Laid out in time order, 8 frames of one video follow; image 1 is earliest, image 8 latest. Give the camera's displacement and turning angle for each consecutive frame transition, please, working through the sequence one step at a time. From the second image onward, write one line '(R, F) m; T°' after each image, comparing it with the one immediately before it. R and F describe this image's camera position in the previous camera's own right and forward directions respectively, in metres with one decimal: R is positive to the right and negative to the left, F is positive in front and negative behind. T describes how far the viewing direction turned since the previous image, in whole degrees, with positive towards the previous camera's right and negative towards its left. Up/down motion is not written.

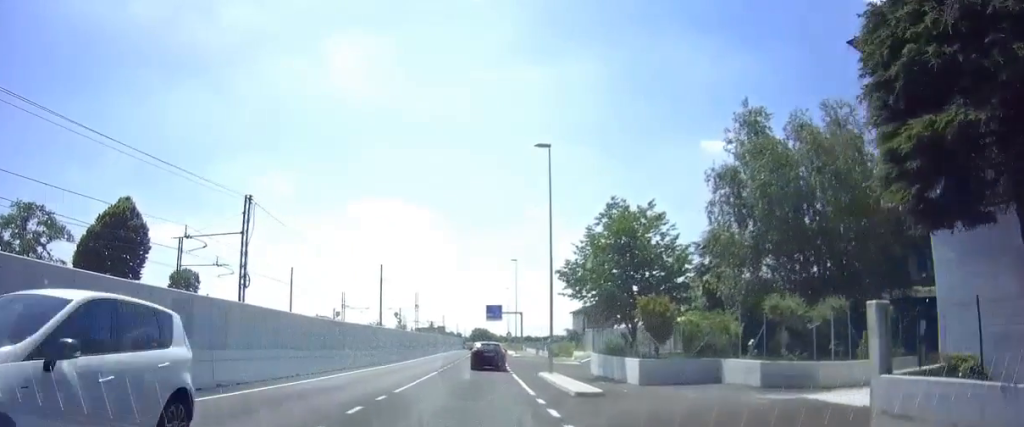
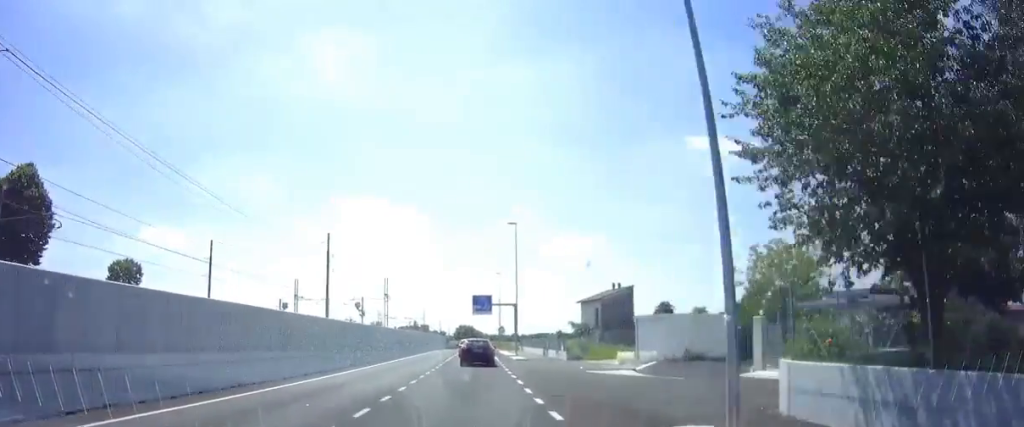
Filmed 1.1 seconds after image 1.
(+0.5, +17.6) m; +1°
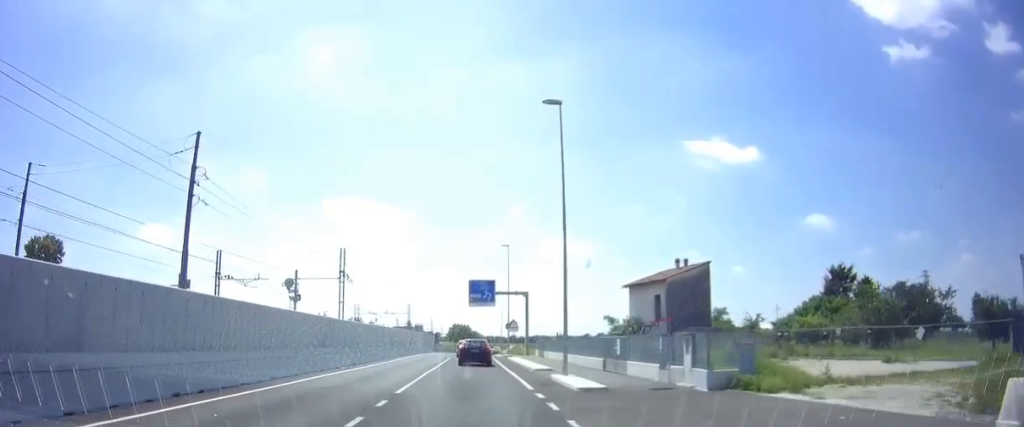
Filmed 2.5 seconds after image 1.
(+0.3, +22.0) m; +2°
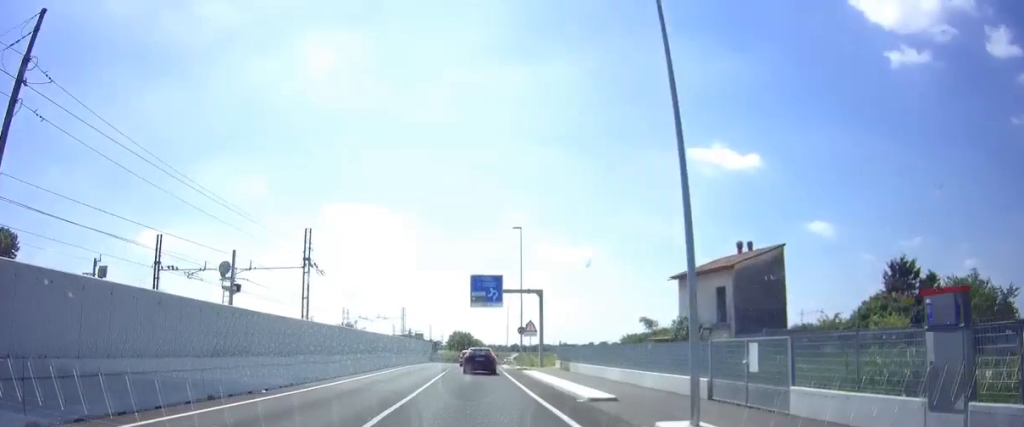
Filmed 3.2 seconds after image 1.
(0.0, +11.4) m; 0°
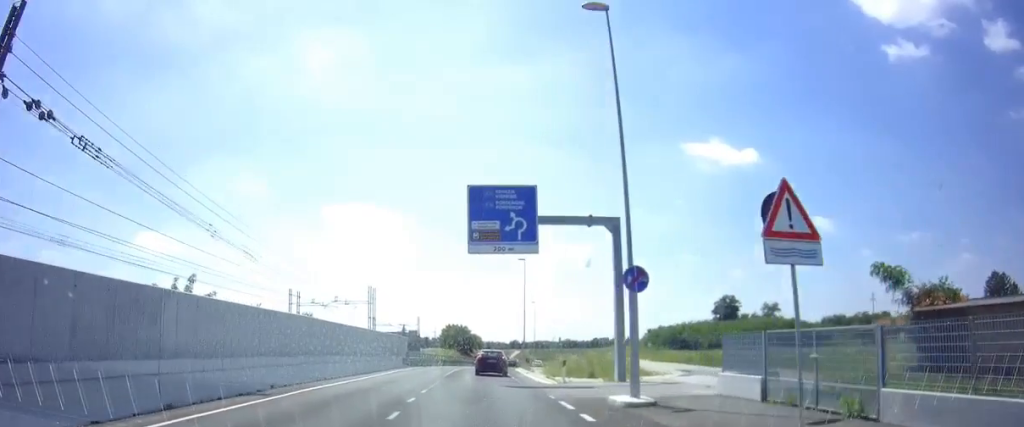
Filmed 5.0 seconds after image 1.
(-0.3, +27.6) m; +1°
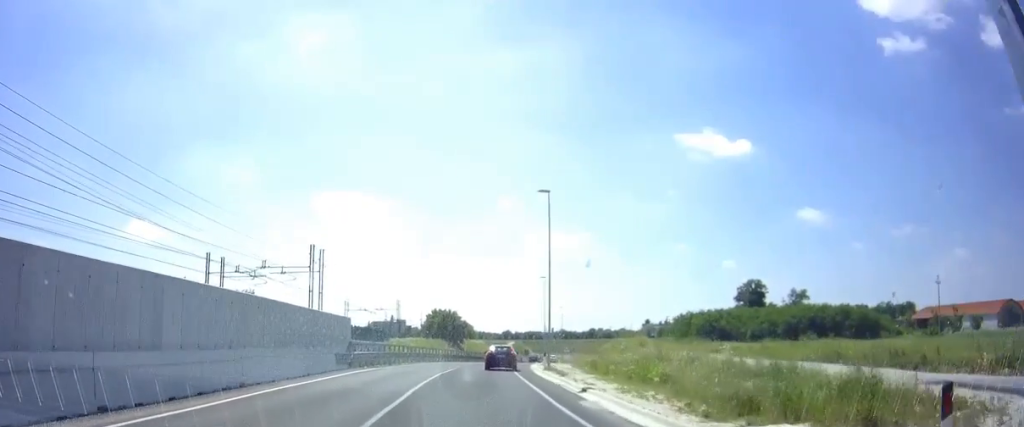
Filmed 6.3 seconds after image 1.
(+0.1, +19.7) m; +1°
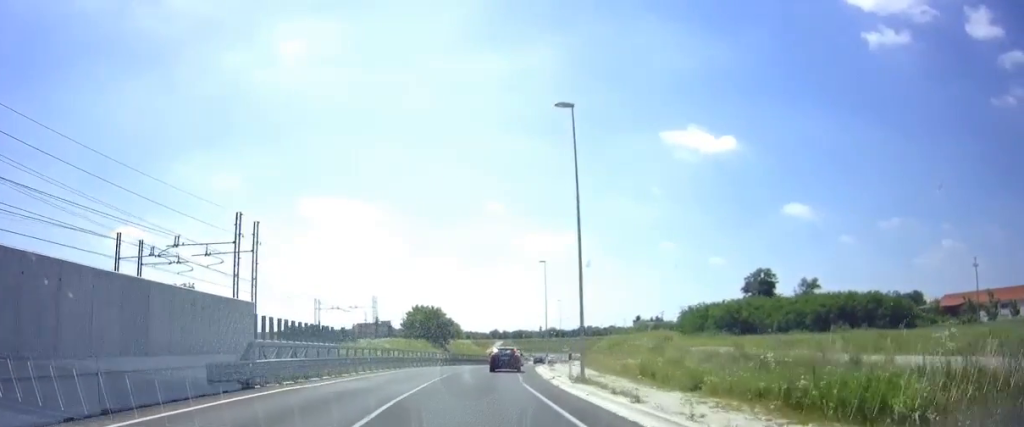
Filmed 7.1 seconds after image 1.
(+0.1, +12.3) m; +2°
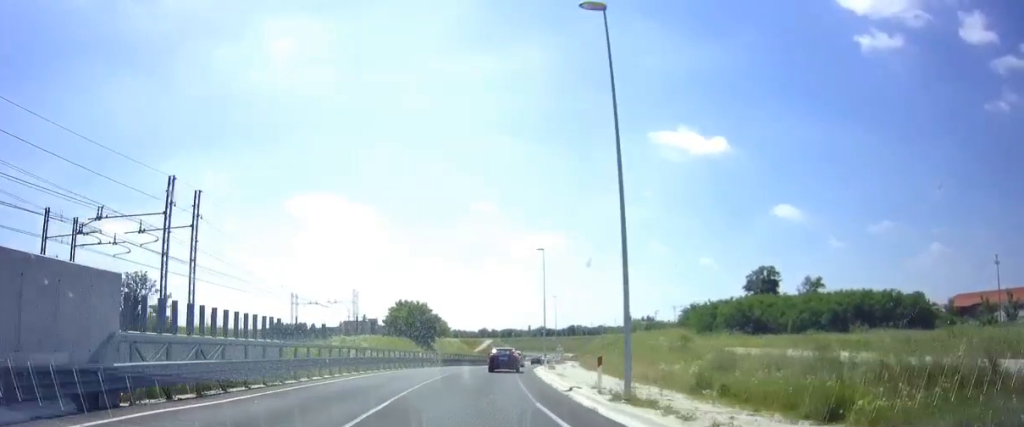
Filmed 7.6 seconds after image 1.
(+0.3, +6.7) m; +1°
